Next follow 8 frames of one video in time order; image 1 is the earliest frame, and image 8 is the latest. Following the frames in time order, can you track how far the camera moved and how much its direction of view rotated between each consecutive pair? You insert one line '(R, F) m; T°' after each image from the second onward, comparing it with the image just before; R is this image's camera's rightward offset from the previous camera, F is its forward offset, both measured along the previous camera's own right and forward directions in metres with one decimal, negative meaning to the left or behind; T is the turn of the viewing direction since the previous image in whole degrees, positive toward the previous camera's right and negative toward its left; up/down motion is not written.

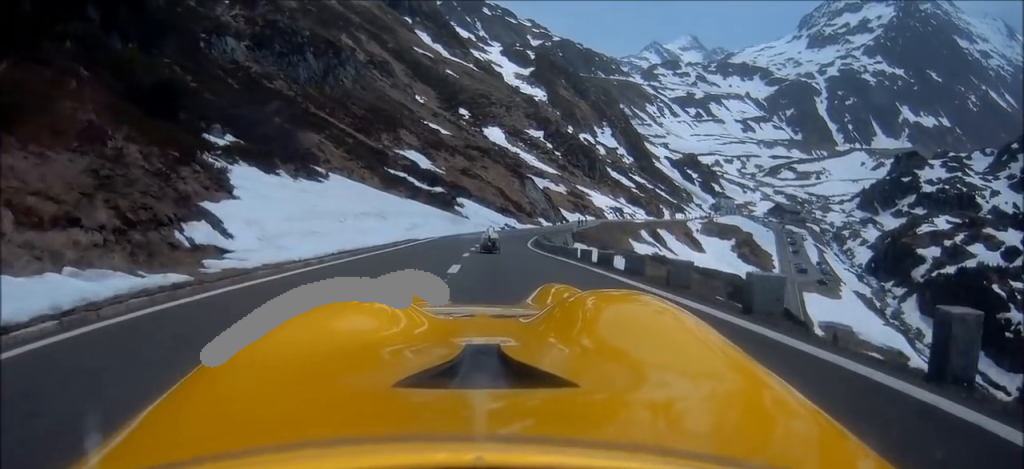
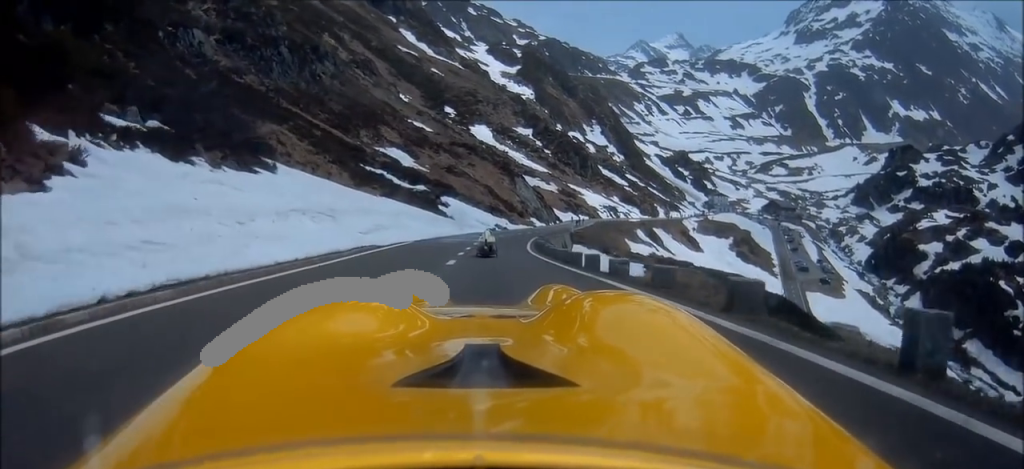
(-0.1, +8.7) m; +1°
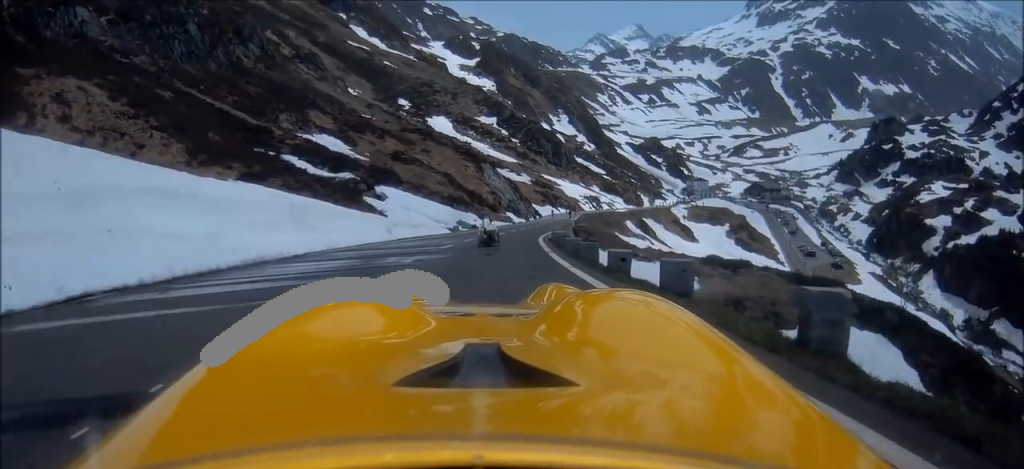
(+0.6, +26.4) m; +4°
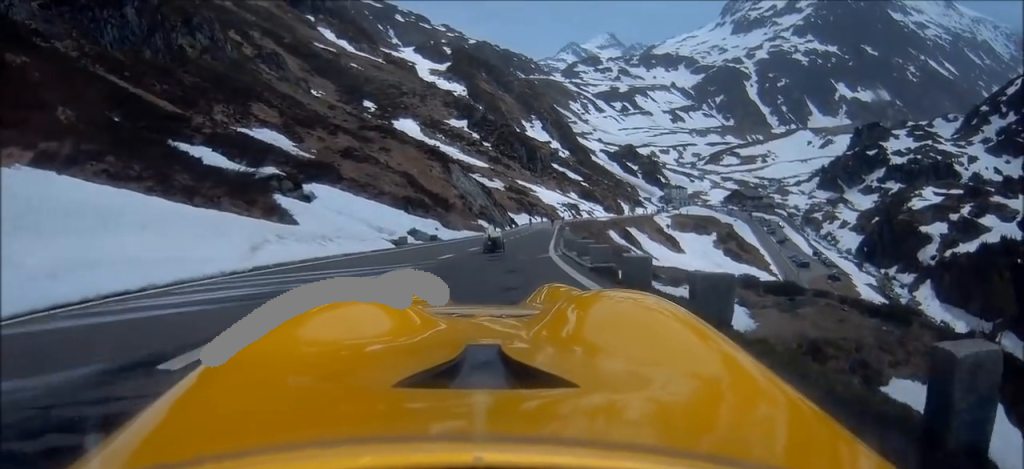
(+0.2, +13.8) m; +3°
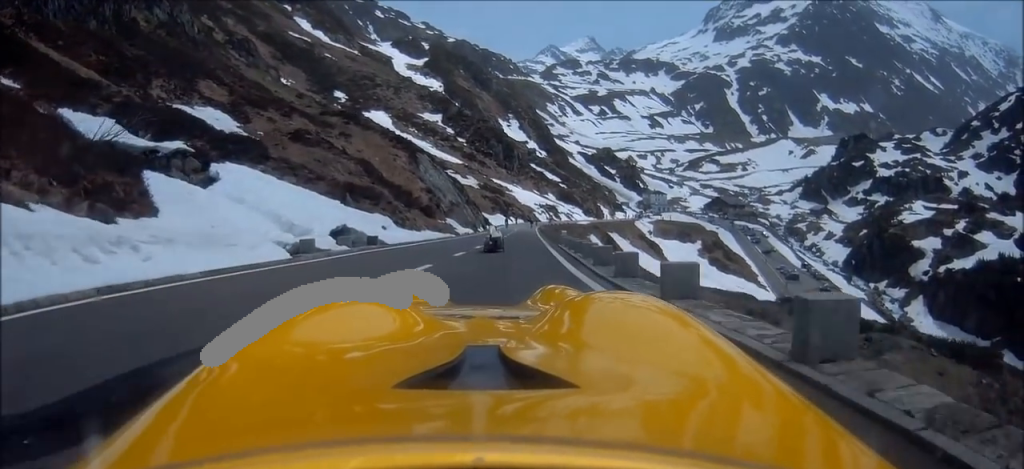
(+0.4, +10.6) m; +2°
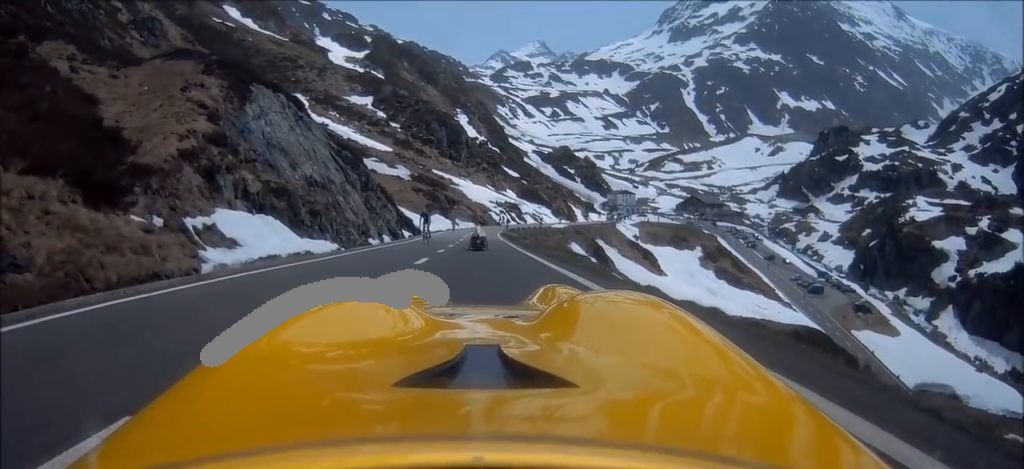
(+1.0, +39.2) m; +2°
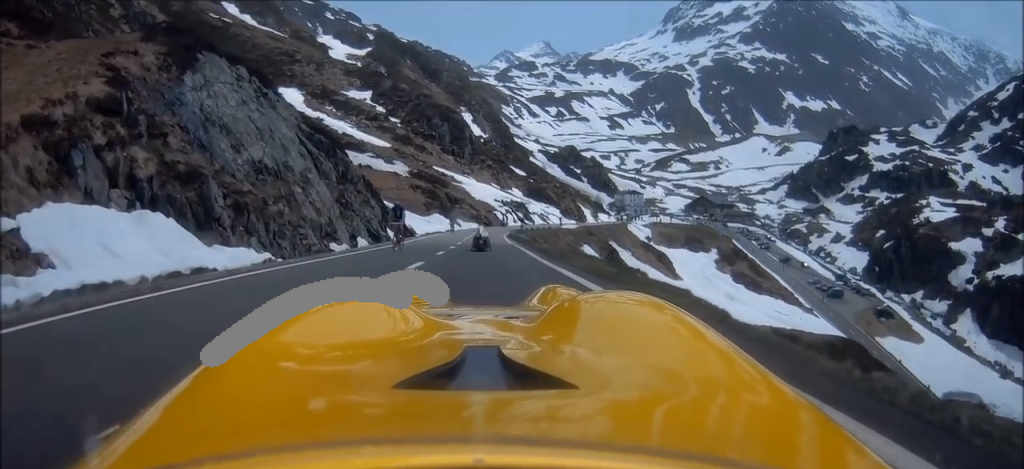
(0.0, +7.5) m; +1°
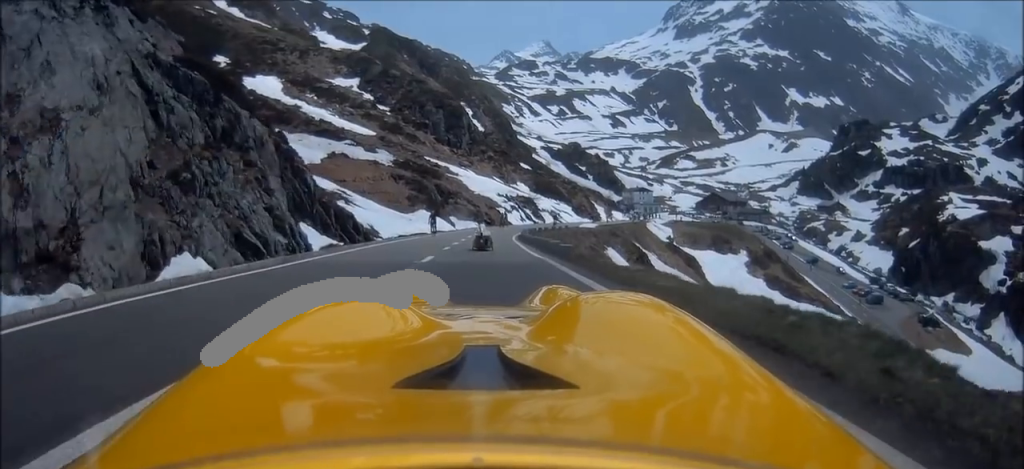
(+0.1, +15.4) m; +1°
